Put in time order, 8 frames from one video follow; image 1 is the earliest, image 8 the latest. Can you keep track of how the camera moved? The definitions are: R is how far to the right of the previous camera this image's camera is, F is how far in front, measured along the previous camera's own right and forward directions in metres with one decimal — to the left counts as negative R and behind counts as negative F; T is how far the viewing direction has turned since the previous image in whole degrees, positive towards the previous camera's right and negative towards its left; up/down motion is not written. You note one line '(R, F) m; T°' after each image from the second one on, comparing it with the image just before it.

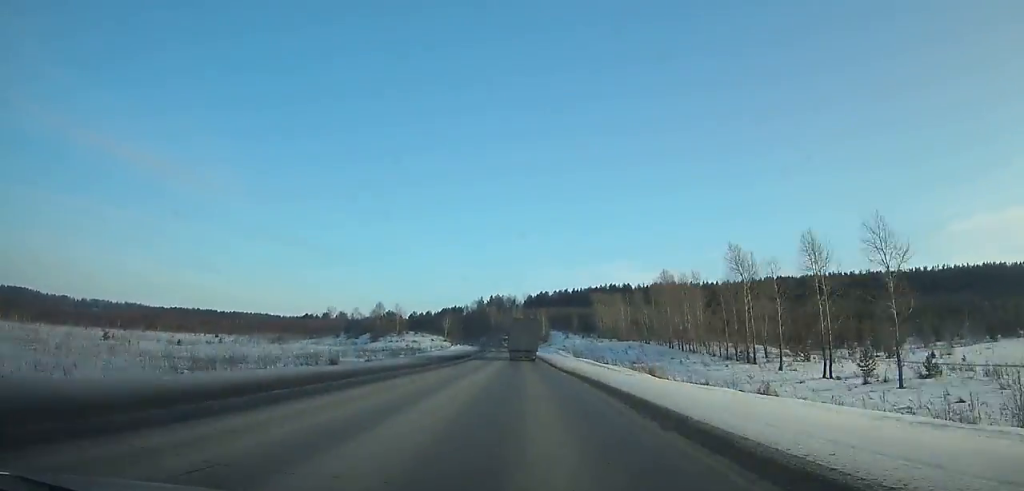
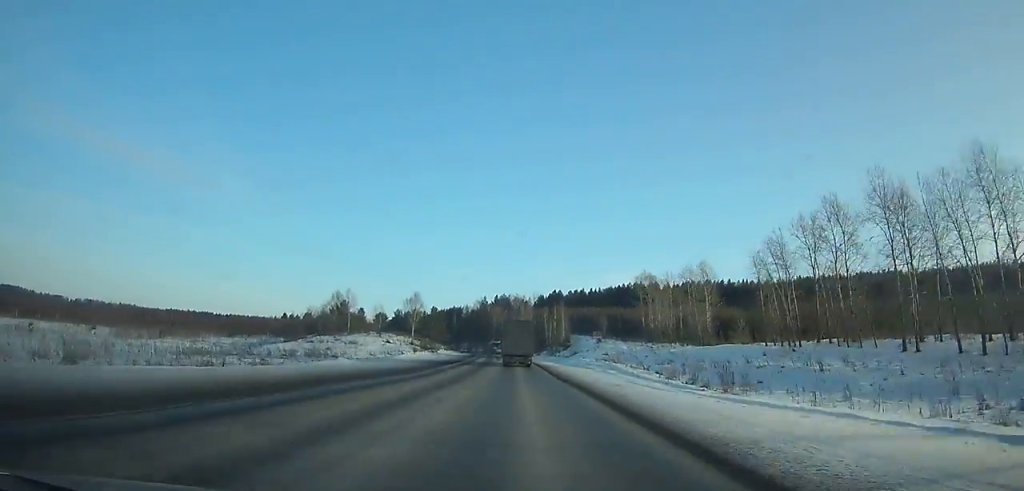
(-0.8, +59.9) m; -1°
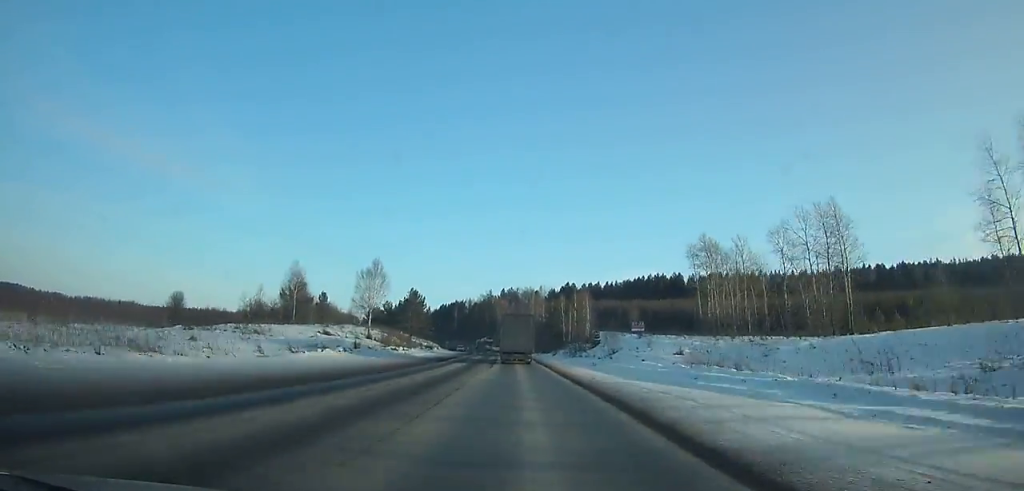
(-0.3, +34.9) m; -1°
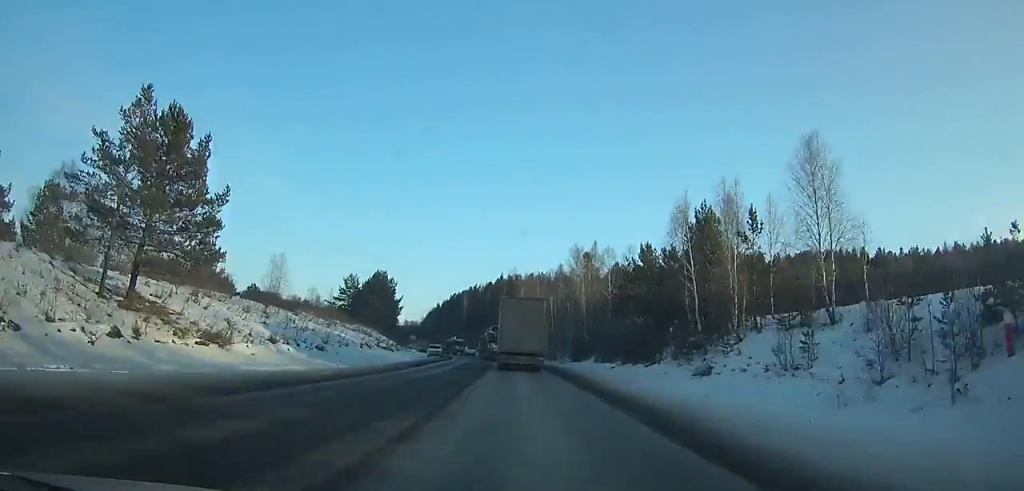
(-0.8, +73.0) m; -2°
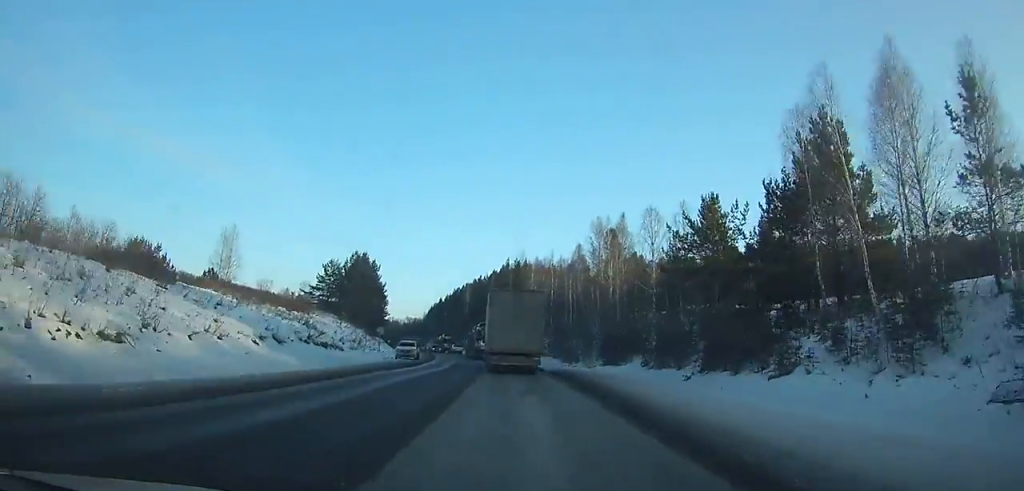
(-0.3, +18.9) m; -2°
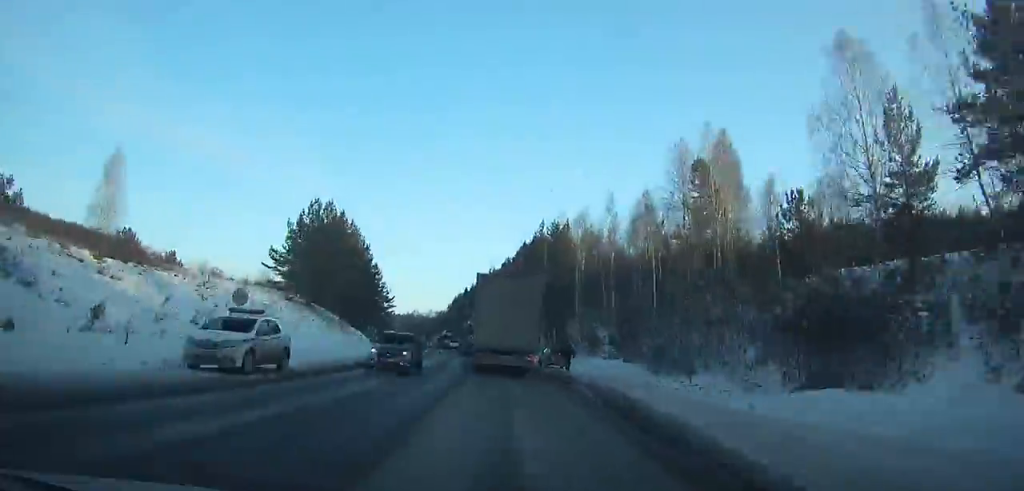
(-0.6, +32.7) m; -3°
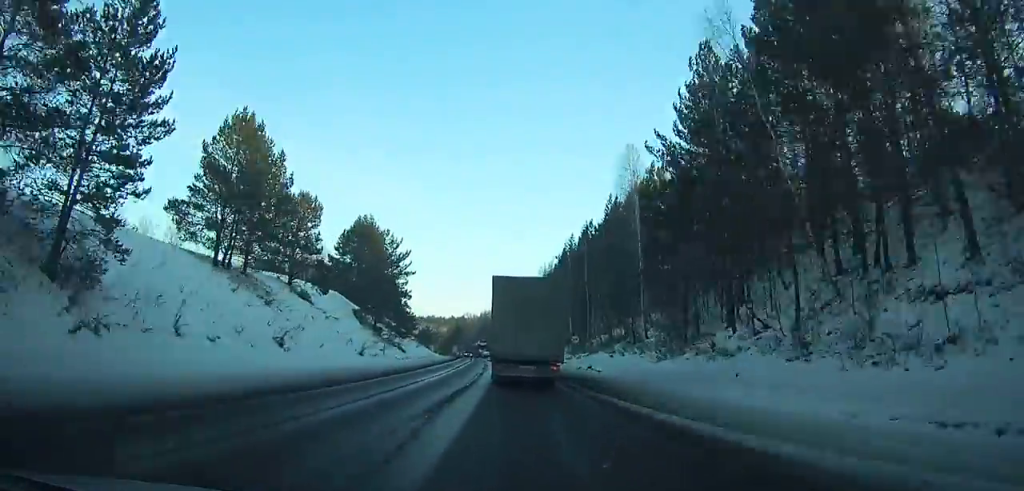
(-8.5, +91.5) m; -9°
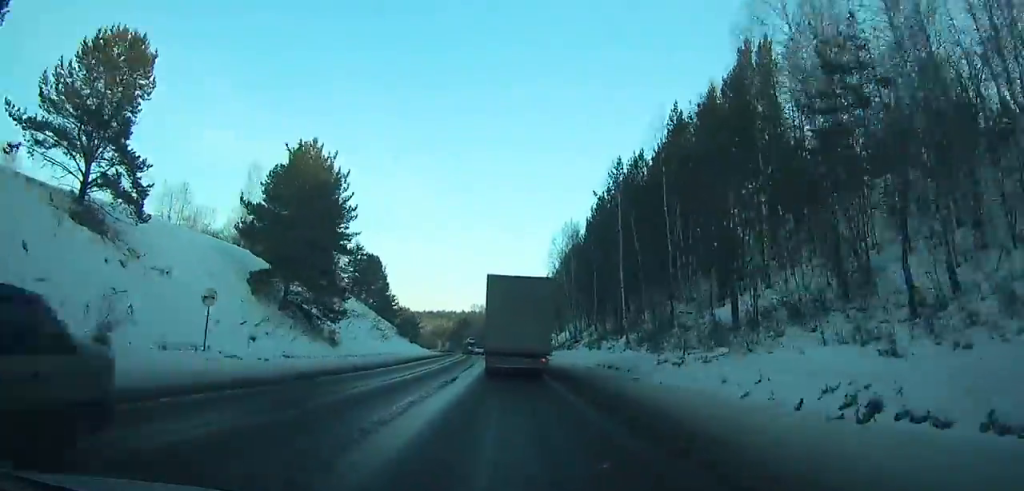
(-0.6, +34.7) m; -3°
